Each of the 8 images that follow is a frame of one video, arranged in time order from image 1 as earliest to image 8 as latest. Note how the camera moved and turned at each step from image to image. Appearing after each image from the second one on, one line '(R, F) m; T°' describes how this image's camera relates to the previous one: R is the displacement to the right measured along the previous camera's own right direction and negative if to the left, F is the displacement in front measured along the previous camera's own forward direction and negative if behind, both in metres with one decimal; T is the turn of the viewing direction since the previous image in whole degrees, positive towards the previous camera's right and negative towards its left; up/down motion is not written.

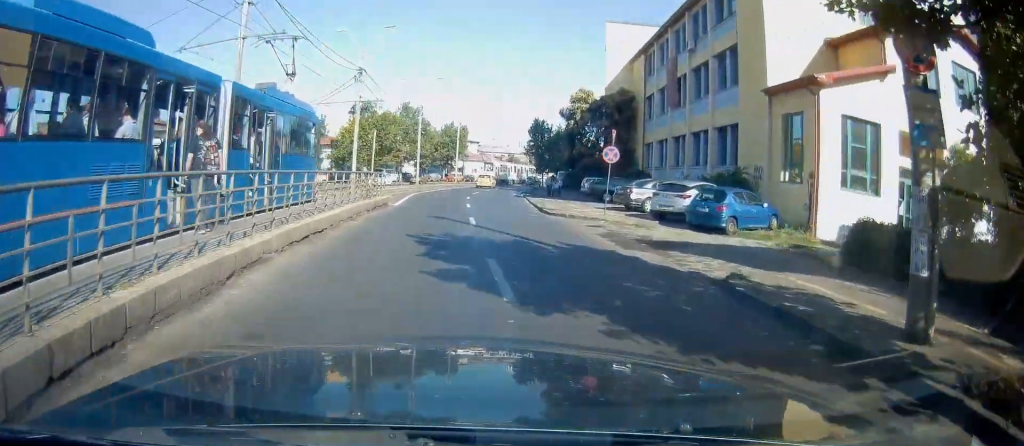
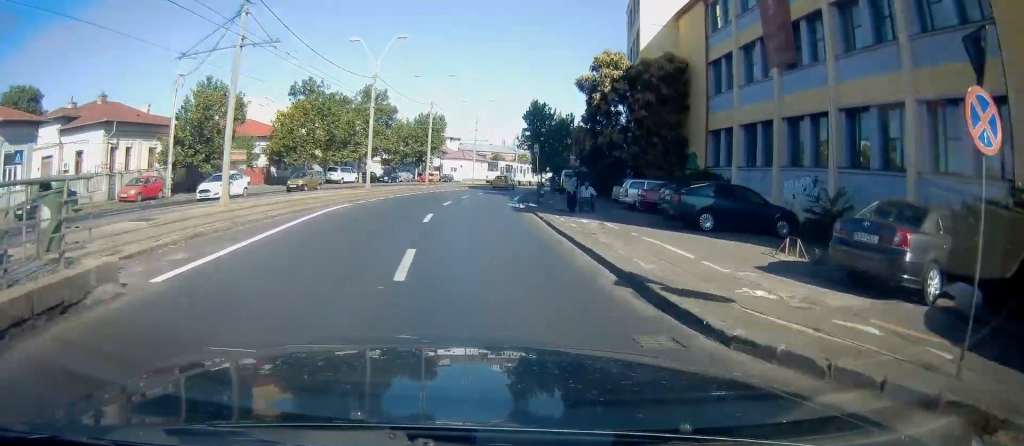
(+0.7, +16.3) m; +1°
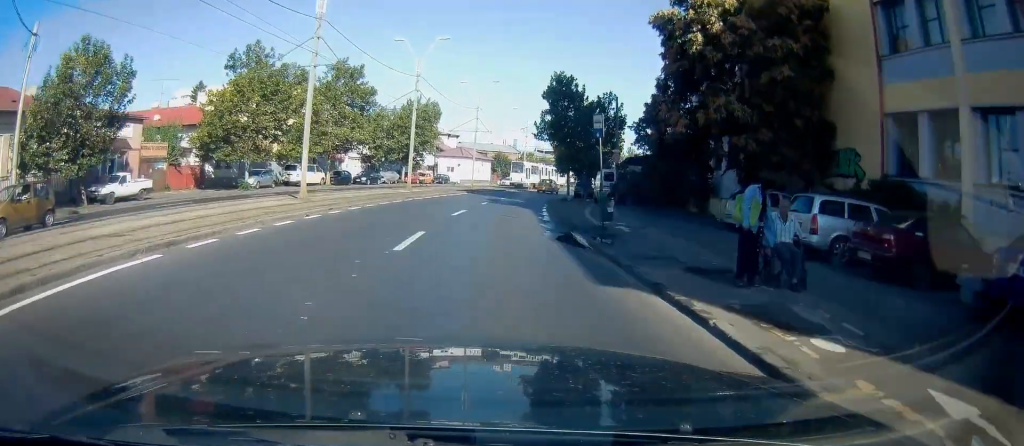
(-0.3, +14.8) m; 0°
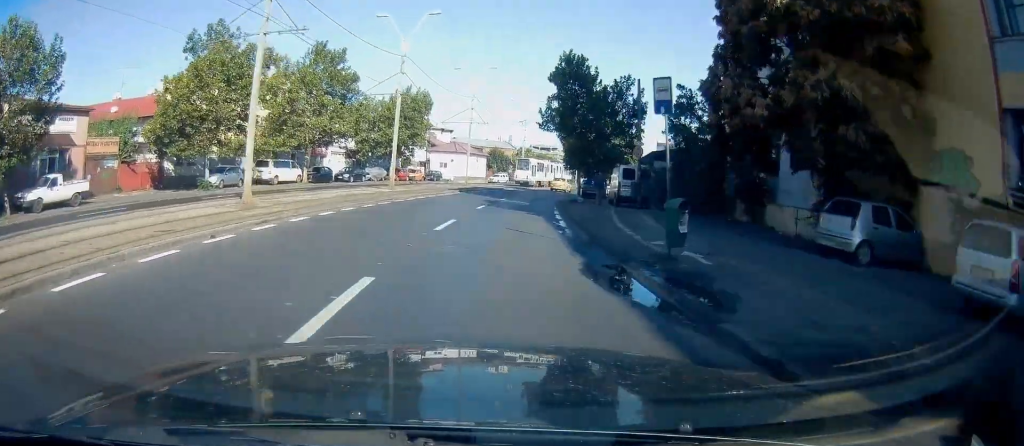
(0.0, +5.8) m; +1°
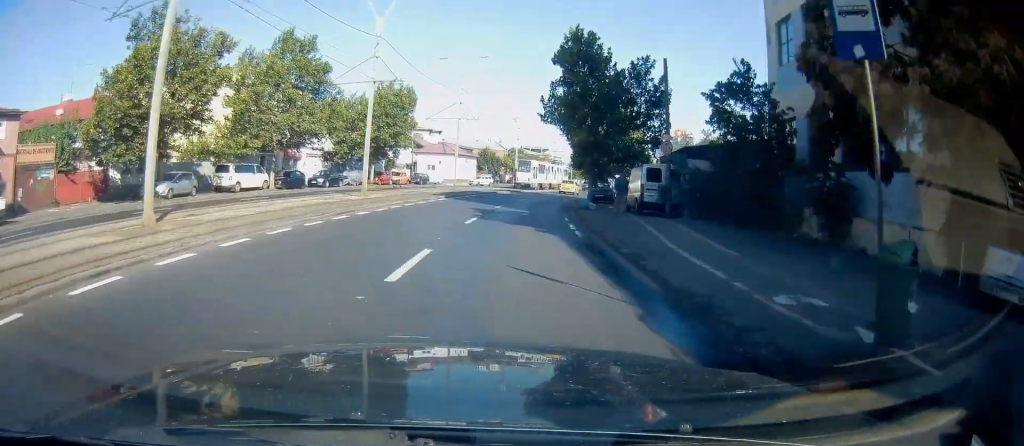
(+0.1, +6.0) m; +1°
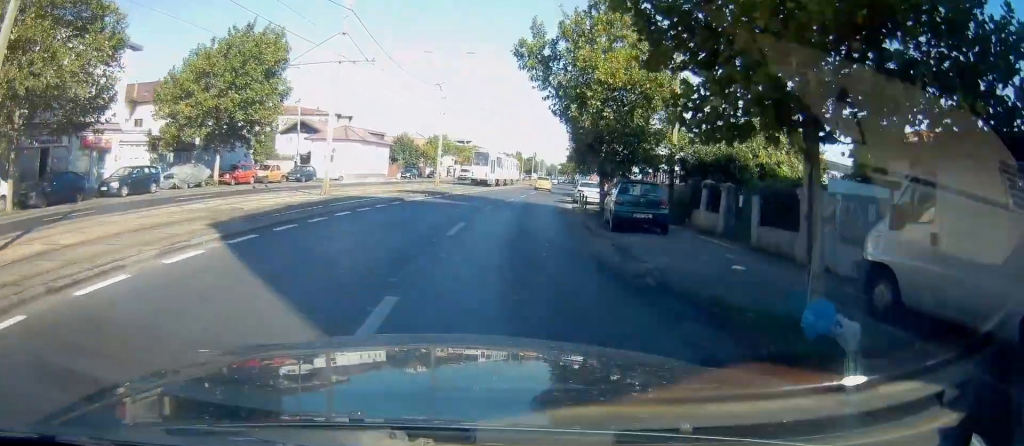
(+1.1, +22.3) m; +10°
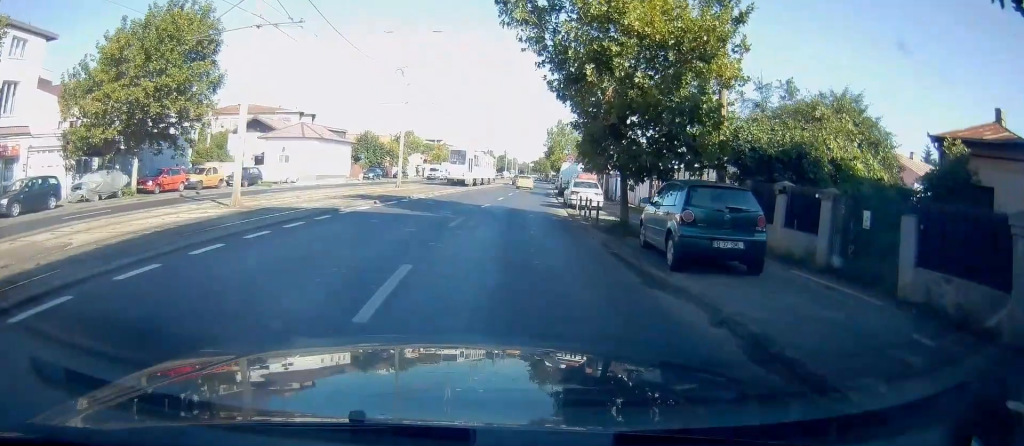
(+0.6, +7.0) m; +4°
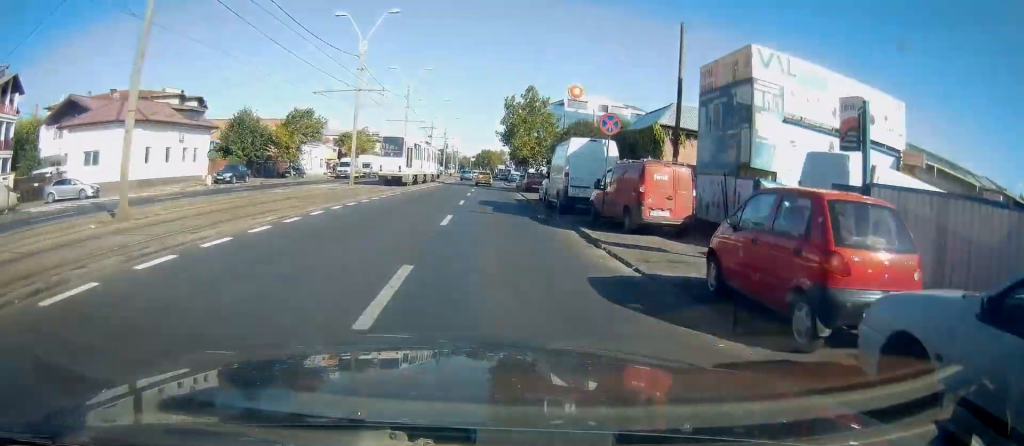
(+2.9, +27.1) m; +9°
